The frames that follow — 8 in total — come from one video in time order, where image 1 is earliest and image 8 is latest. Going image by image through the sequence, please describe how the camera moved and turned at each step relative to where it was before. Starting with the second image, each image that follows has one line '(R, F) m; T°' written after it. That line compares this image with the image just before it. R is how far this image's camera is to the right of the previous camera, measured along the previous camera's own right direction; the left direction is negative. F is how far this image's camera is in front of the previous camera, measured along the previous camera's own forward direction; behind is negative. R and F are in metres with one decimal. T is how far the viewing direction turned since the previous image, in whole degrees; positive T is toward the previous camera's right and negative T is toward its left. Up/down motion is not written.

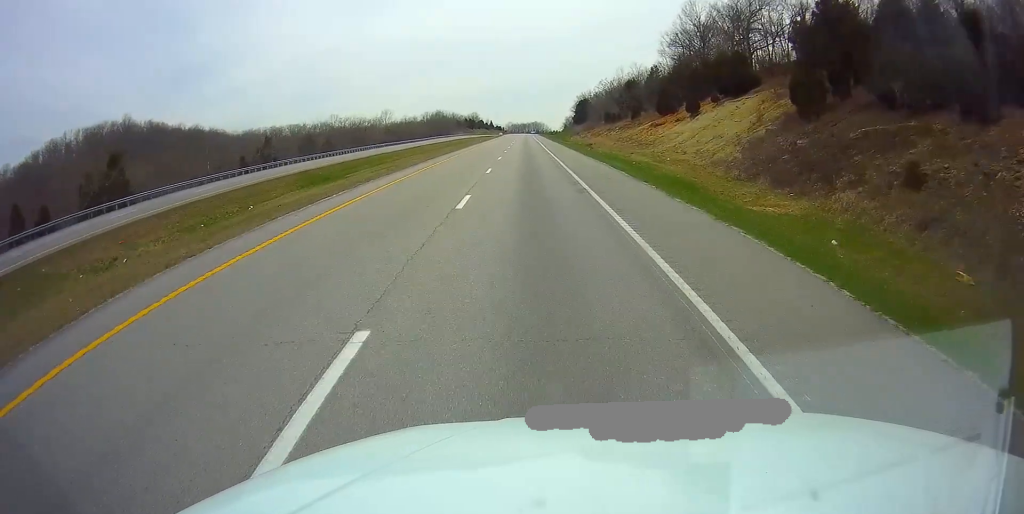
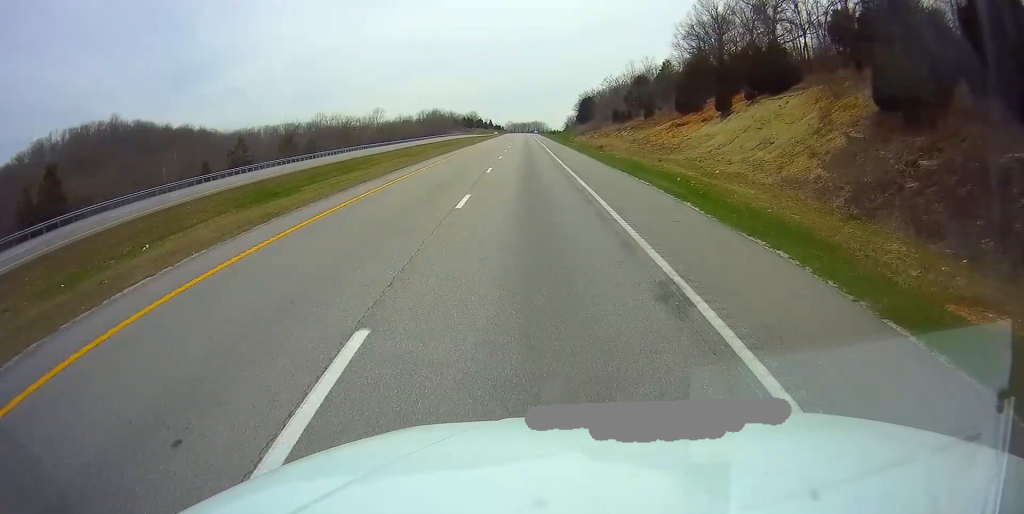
(0.0, +12.1) m; 0°
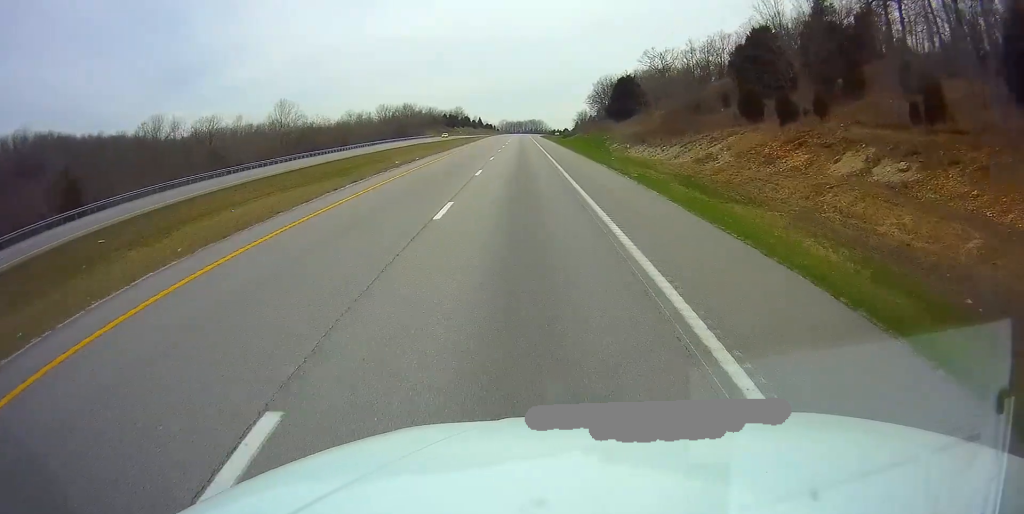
(+0.2, +74.5) m; 0°
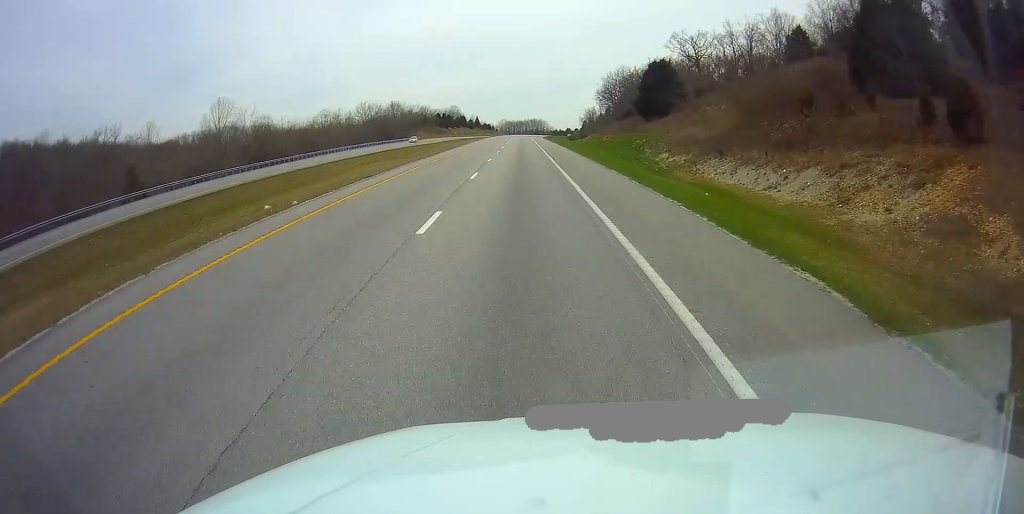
(-0.1, +26.1) m; 0°
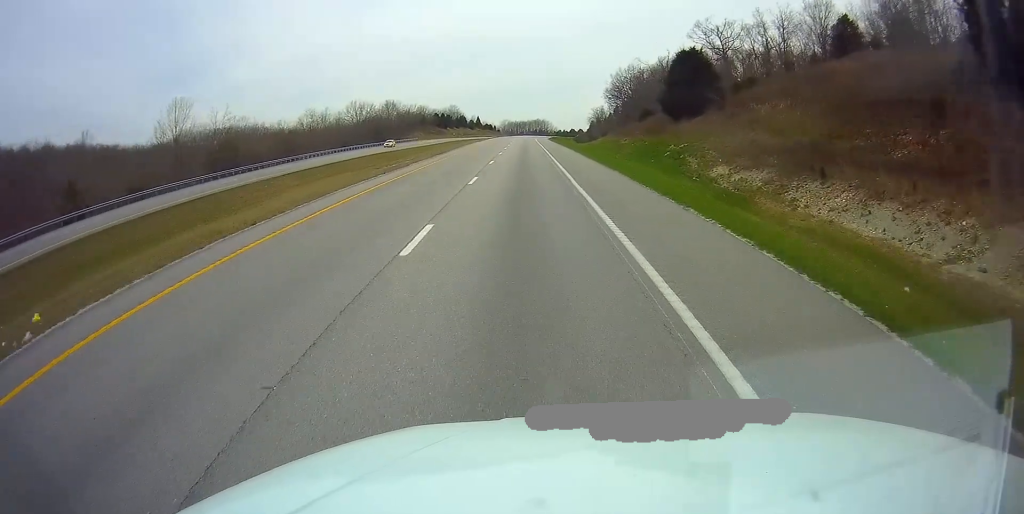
(-0.1, +14.0) m; 0°
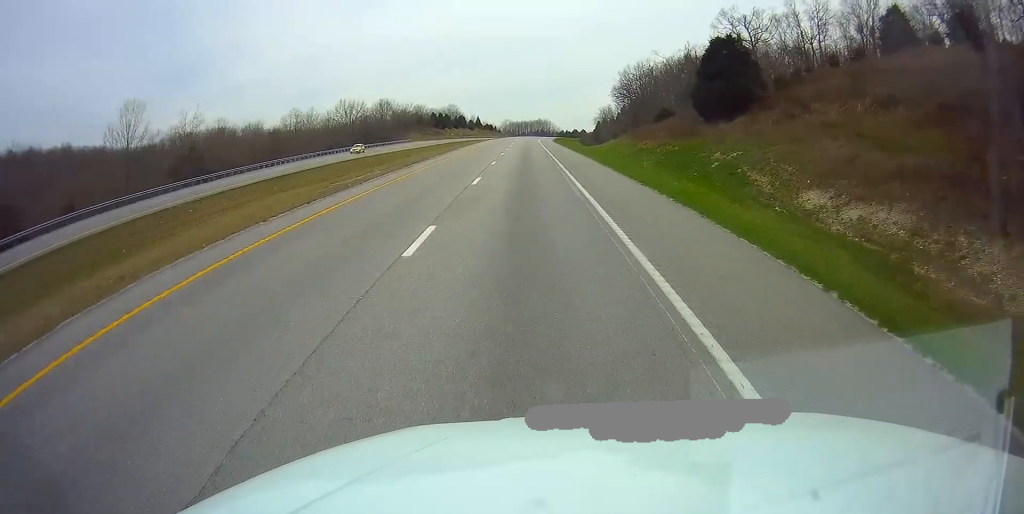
(0.0, +12.1) m; 0°
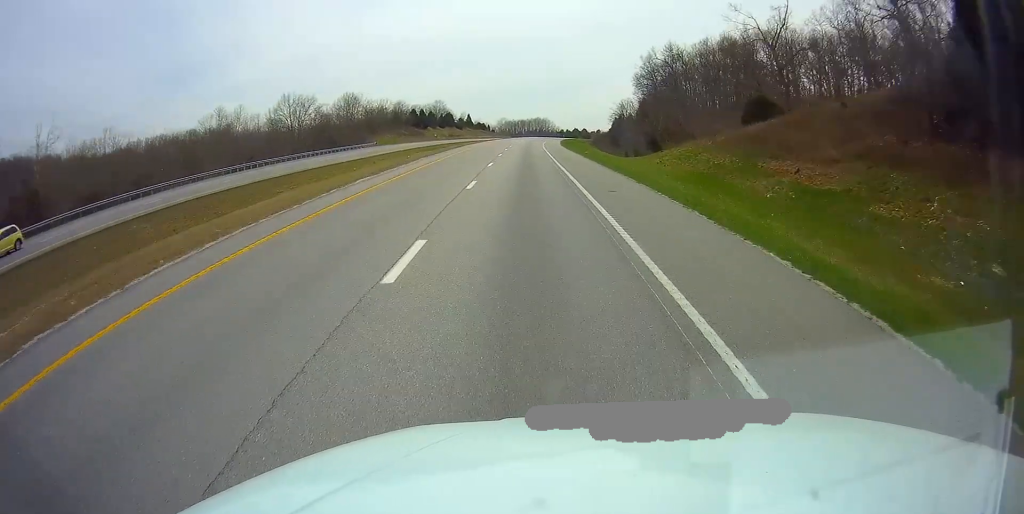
(+0.3, +38.2) m; +1°
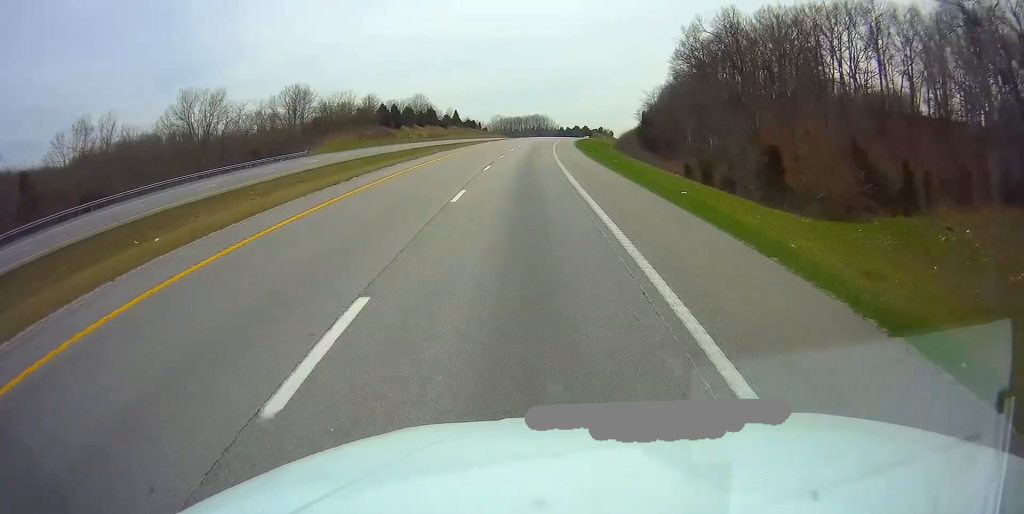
(+0.1, +40.1) m; +1°
